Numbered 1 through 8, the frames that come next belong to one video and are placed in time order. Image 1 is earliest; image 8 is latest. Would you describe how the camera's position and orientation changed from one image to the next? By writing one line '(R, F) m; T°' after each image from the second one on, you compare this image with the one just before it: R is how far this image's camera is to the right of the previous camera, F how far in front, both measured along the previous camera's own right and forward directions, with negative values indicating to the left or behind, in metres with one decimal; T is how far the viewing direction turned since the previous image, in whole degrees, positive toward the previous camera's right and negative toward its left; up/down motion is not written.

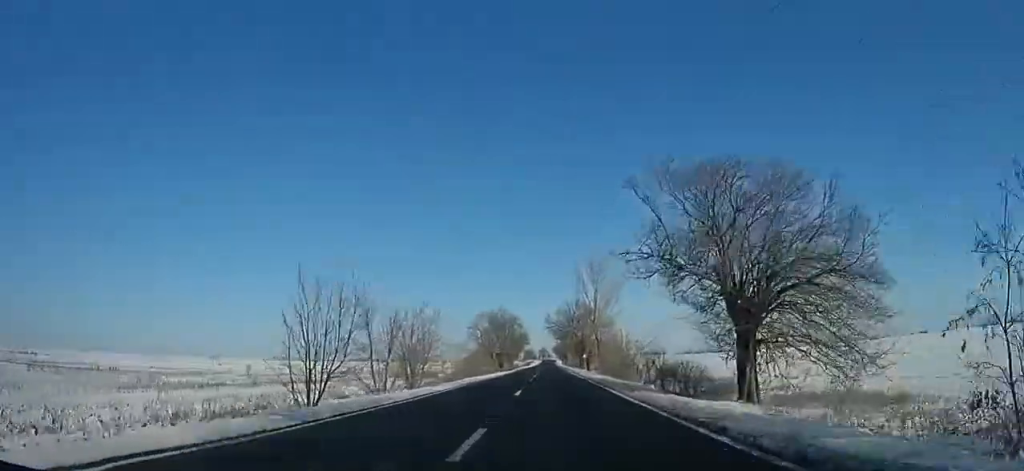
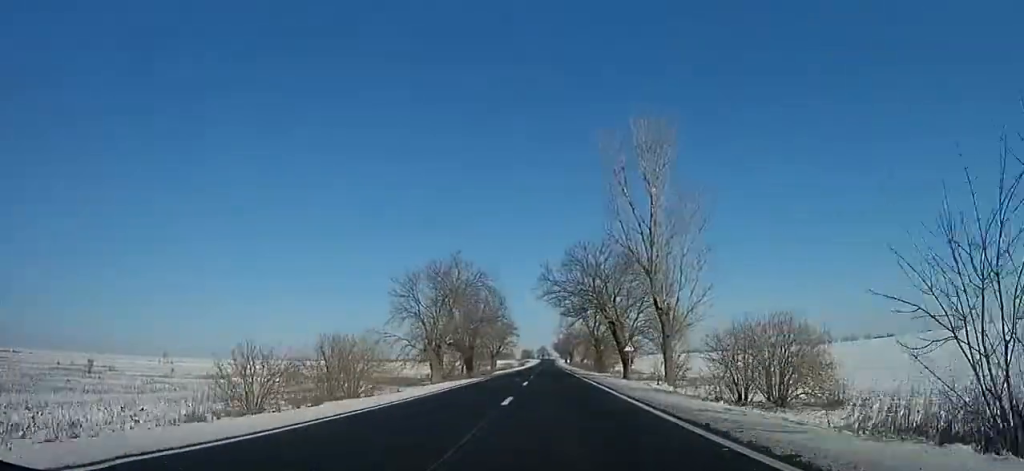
(0.0, +25.3) m; 0°
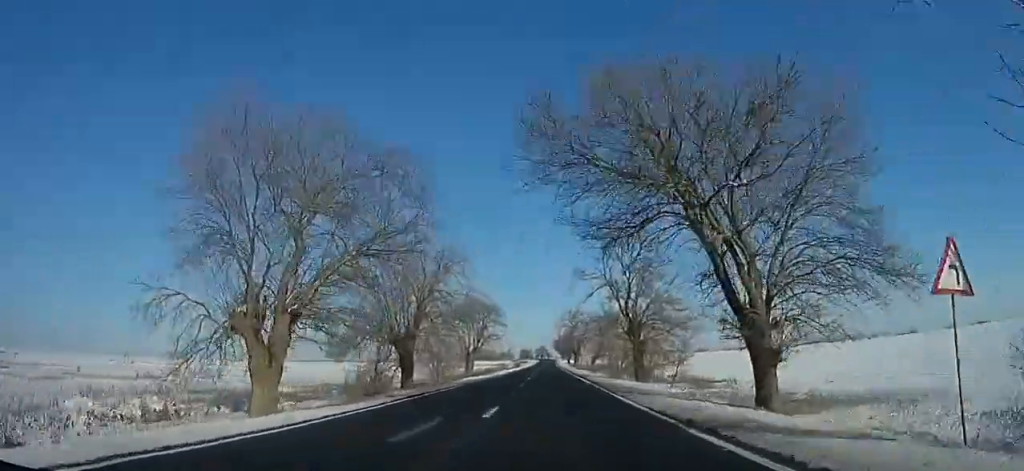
(0.0, +15.4) m; 0°
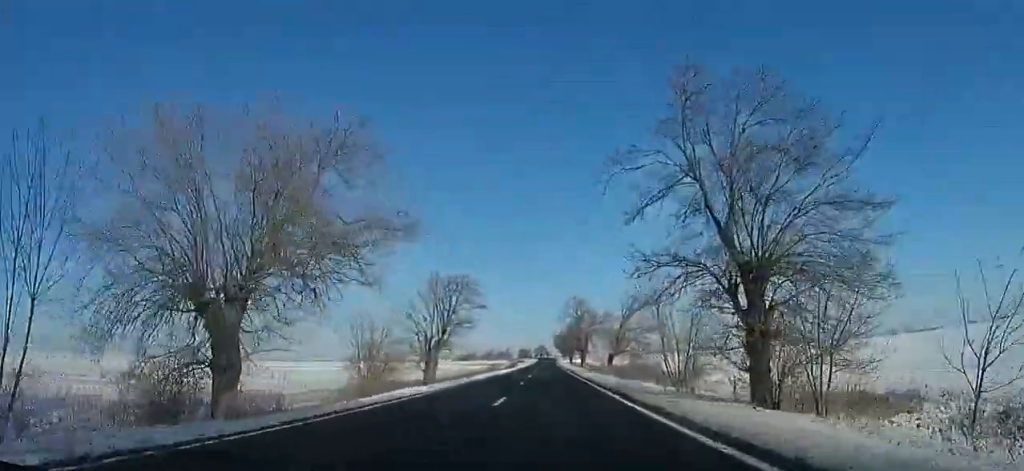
(0.0, +12.7) m; 0°
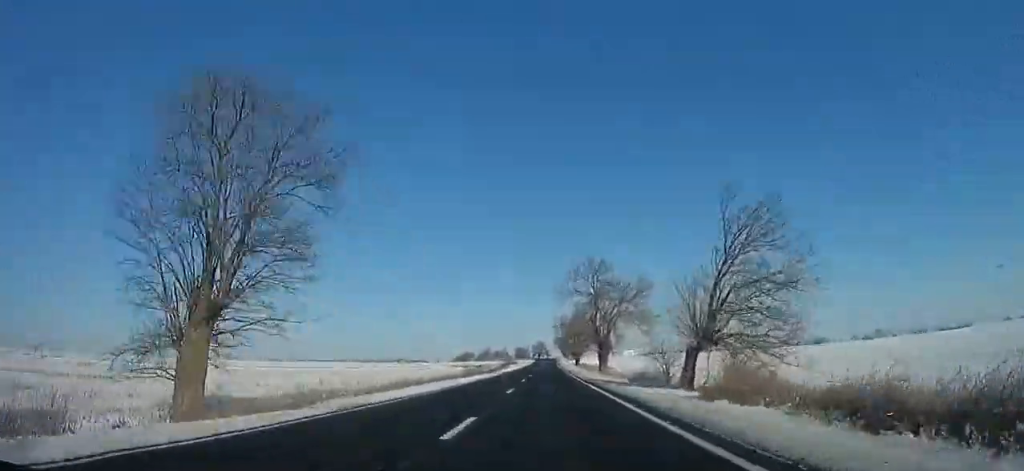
(0.0, +21.8) m; 0°
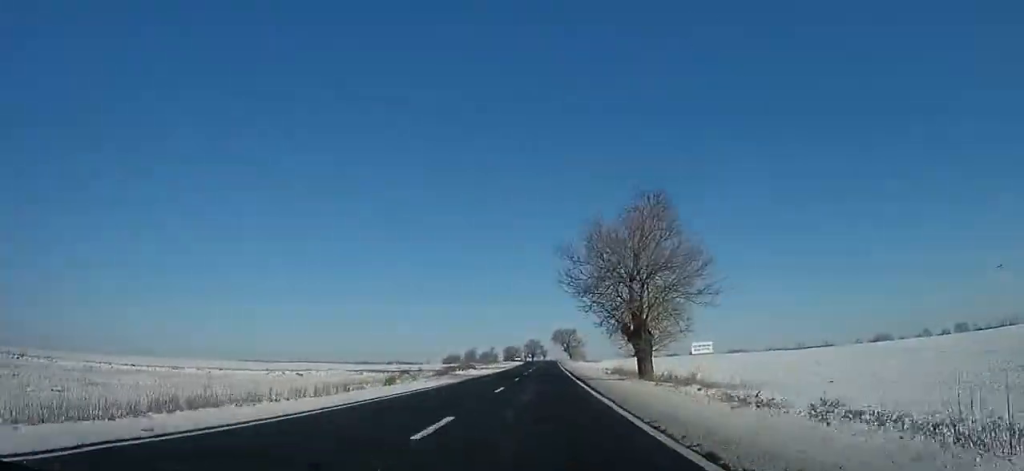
(-0.3, +62.7) m; 0°
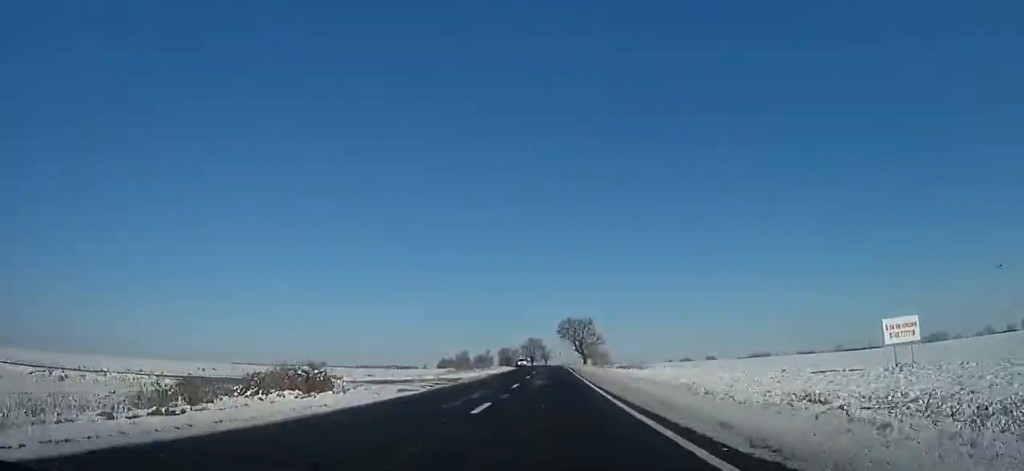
(0.0, +41.9) m; 0°
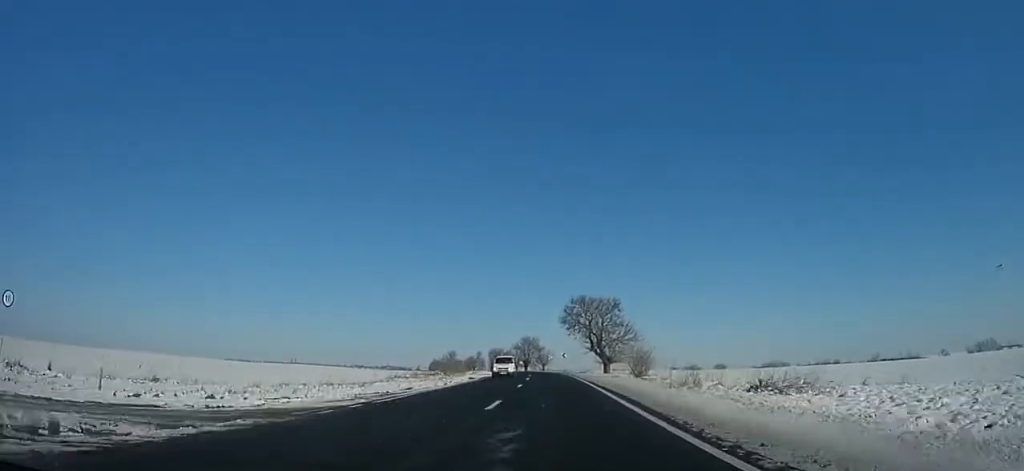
(-0.2, +35.7) m; 0°
